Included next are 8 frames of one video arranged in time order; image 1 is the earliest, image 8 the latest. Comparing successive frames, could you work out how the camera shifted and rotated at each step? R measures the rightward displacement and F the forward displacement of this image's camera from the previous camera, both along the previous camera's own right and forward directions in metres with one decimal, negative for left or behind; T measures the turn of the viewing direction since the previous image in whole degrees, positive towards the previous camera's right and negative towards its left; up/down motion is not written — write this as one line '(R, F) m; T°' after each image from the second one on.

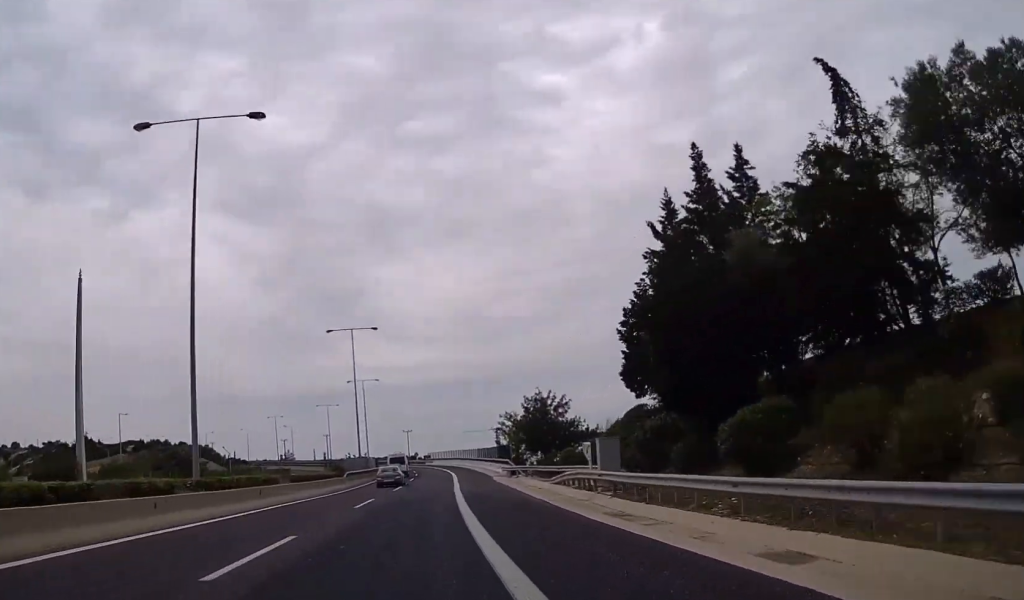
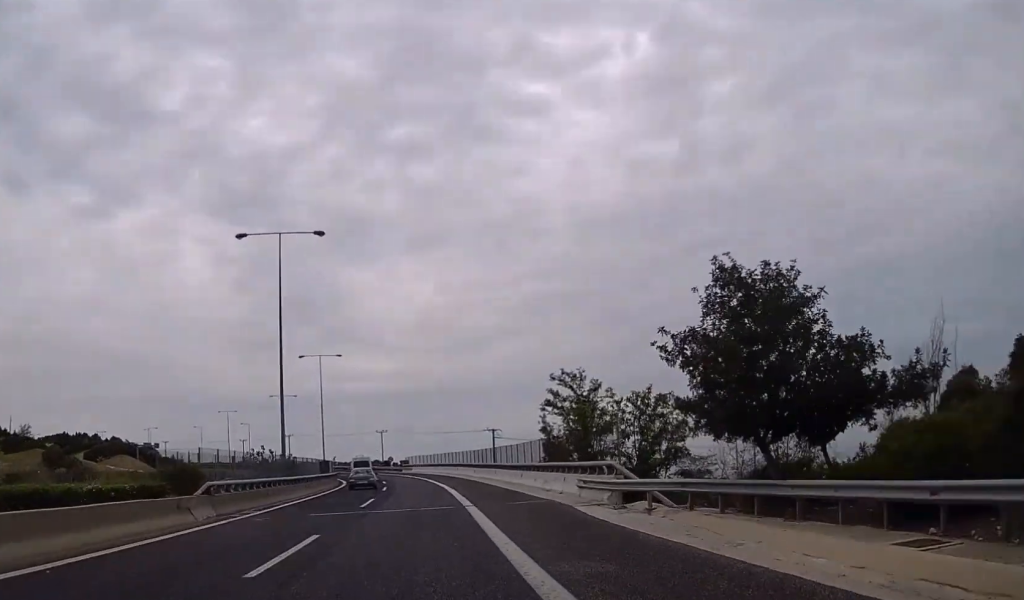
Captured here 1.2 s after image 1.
(+1.3, +34.3) m; +4°
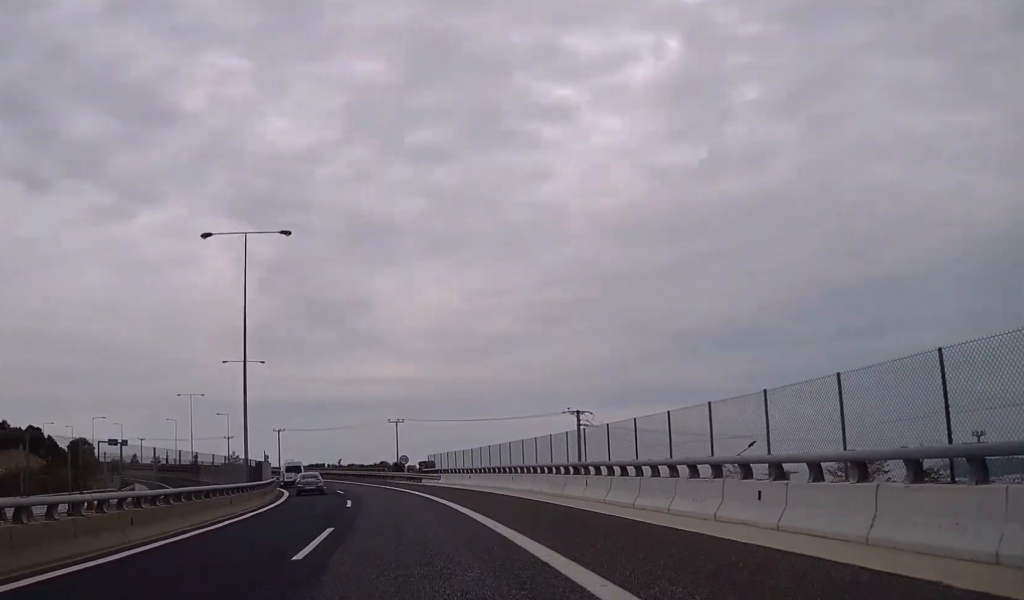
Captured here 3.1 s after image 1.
(+1.0, +52.3) m; 0°
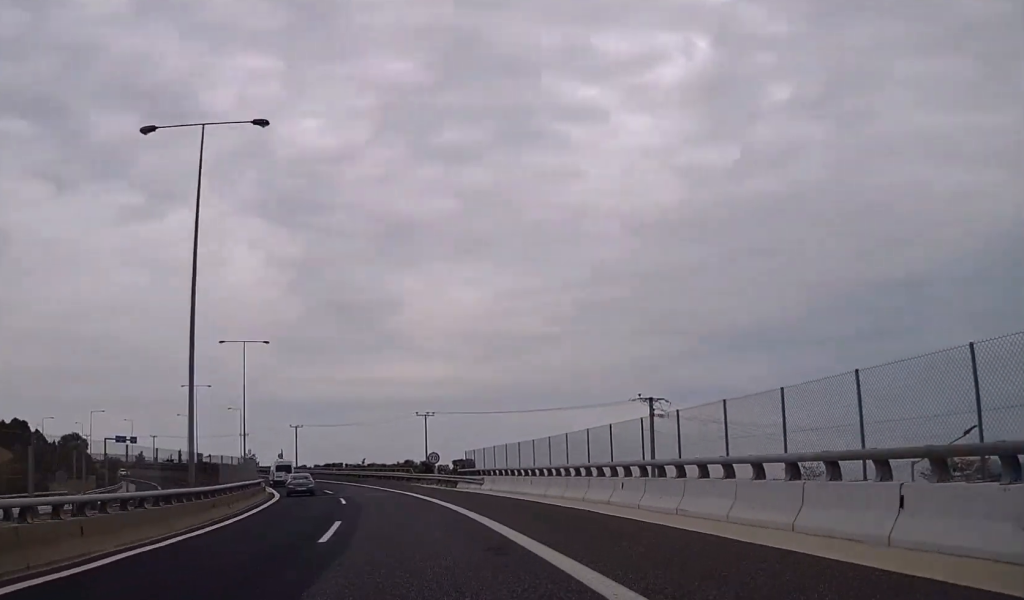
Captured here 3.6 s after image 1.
(0.0, +15.6) m; -1°
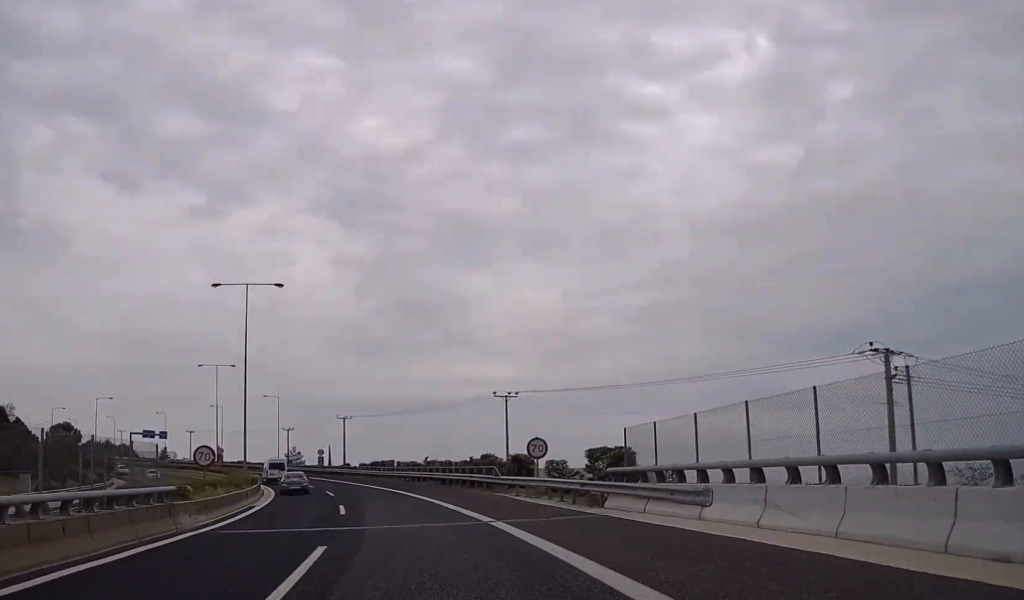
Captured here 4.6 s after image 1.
(-0.6, +26.1) m; -3°
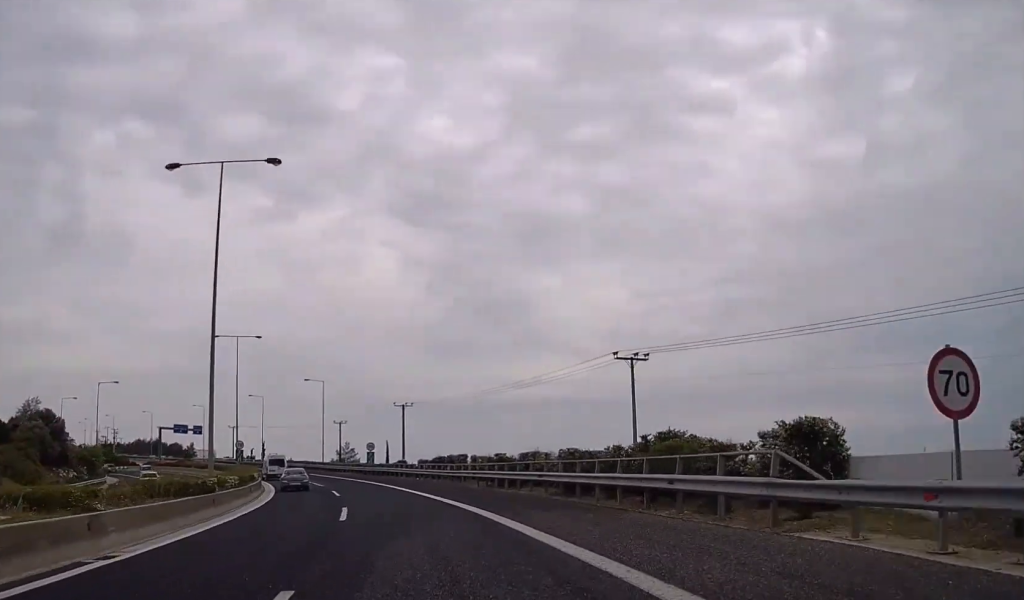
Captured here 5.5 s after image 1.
(-0.6, +23.5) m; -5°
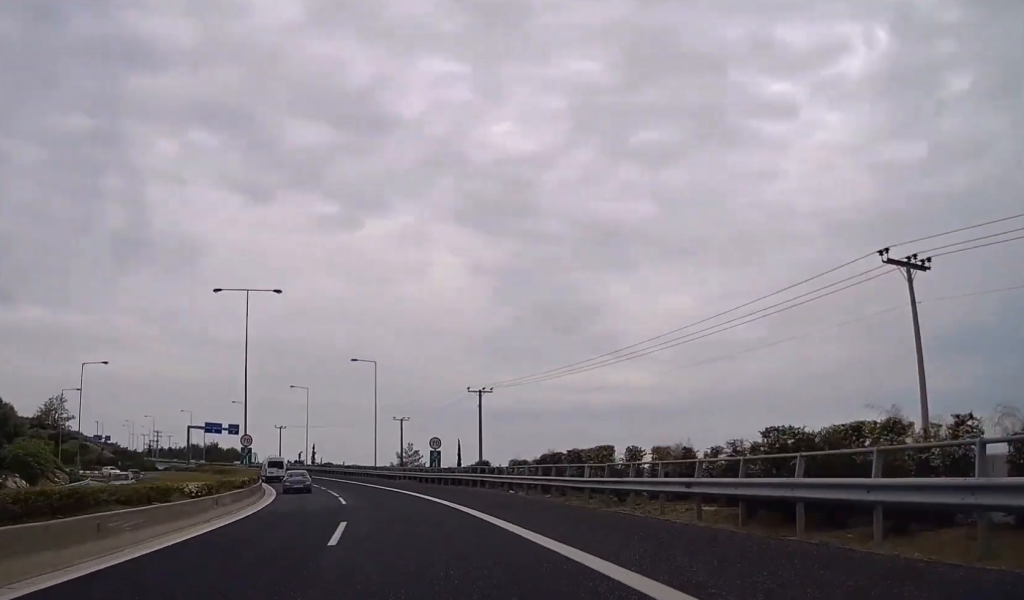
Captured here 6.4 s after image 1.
(-1.6, +24.2) m; -6°
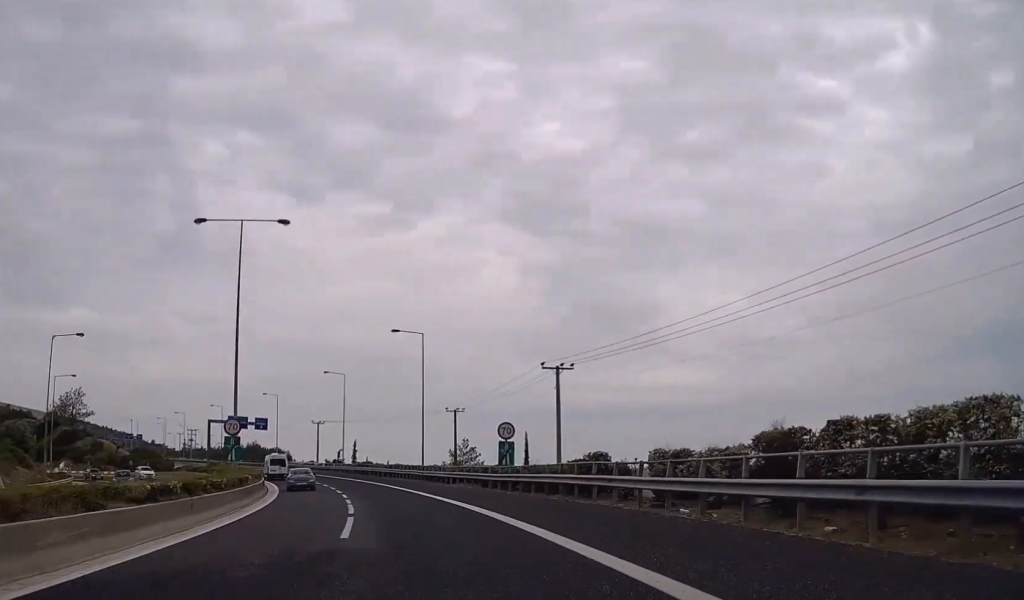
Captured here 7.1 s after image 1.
(-0.8, +17.2) m; -4°
